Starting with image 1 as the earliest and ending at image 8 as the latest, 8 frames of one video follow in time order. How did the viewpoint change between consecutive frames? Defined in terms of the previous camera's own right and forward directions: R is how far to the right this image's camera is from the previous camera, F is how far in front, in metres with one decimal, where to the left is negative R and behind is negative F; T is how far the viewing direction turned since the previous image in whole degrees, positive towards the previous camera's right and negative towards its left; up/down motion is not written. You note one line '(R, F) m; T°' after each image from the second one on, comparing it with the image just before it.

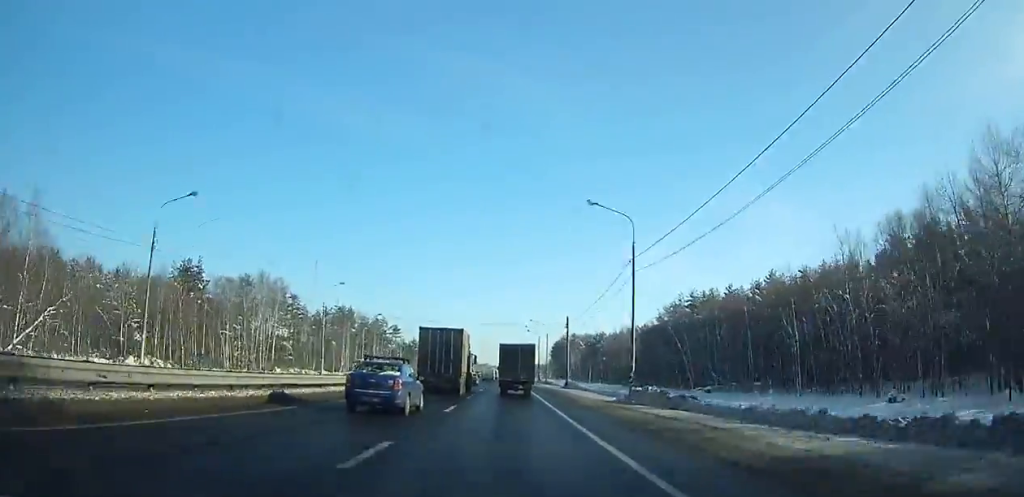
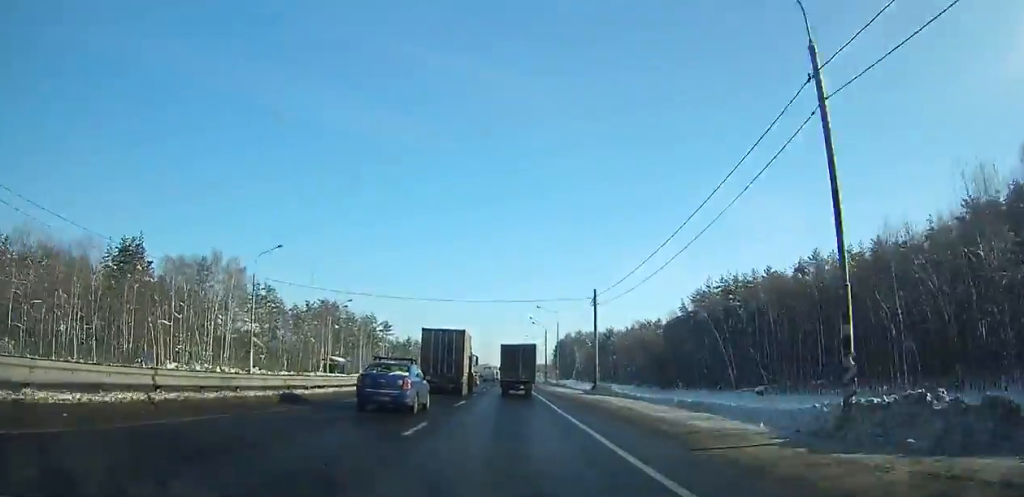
(+0.1, +19.9) m; 0°
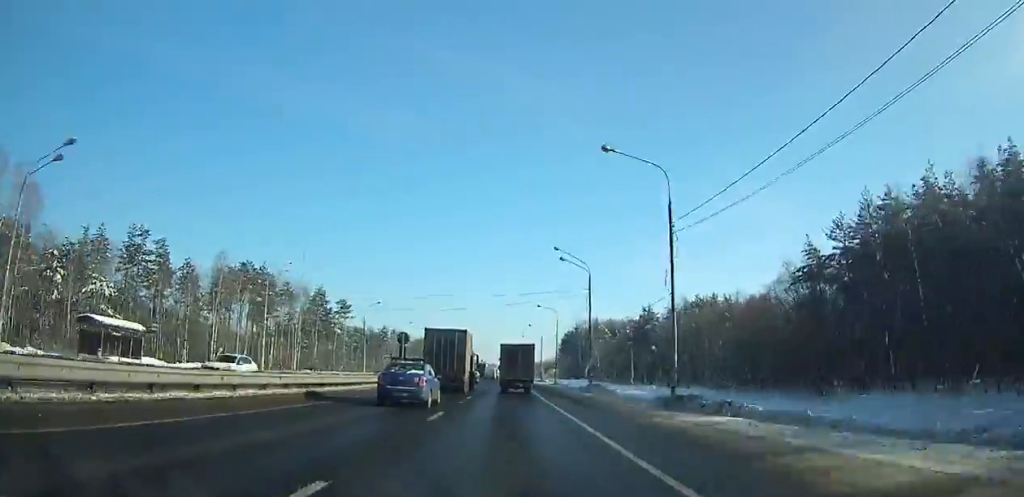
(0.0, +56.8) m; 0°
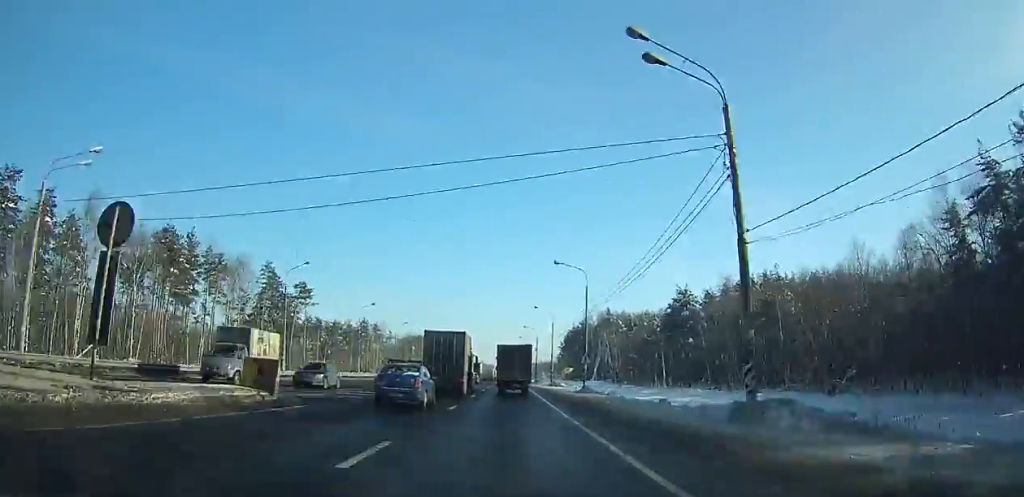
(0.0, +30.2) m; 0°
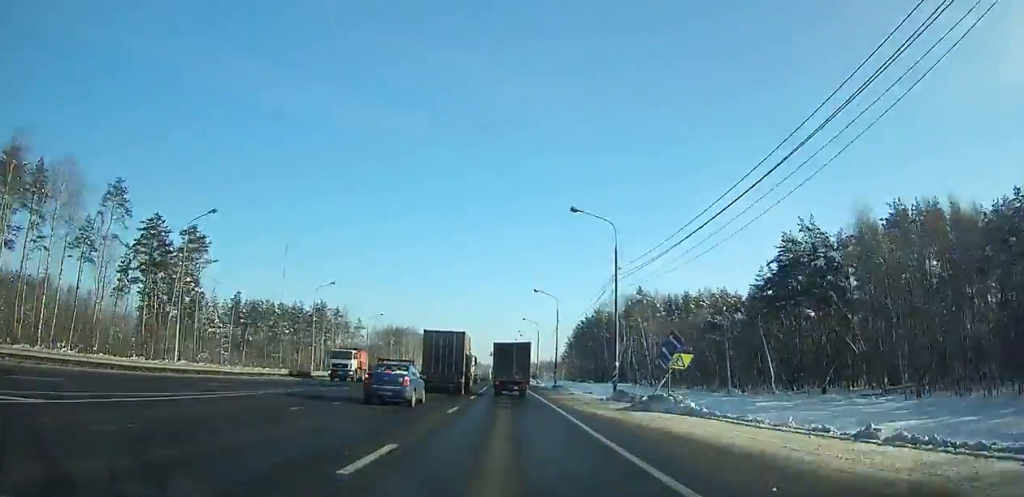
(+0.1, +43.9) m; +1°
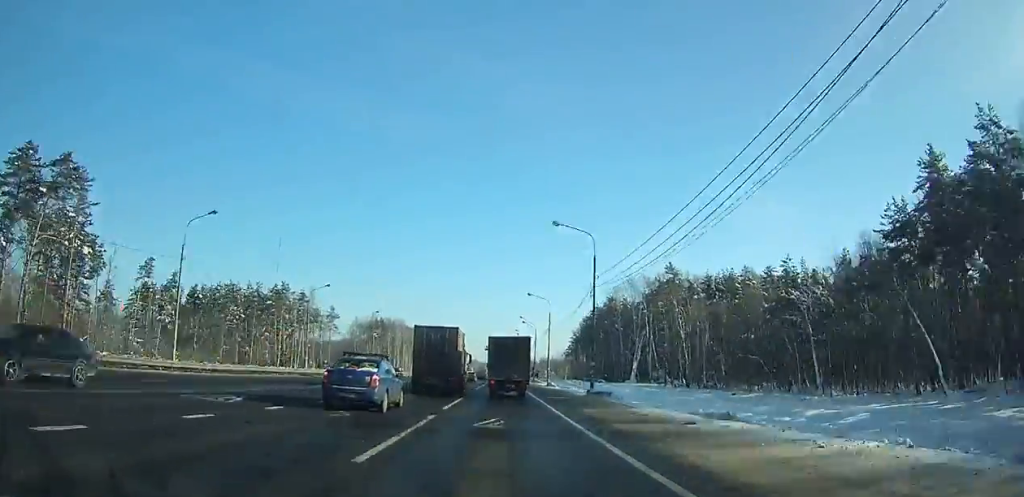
(+0.1, +23.7) m; +1°
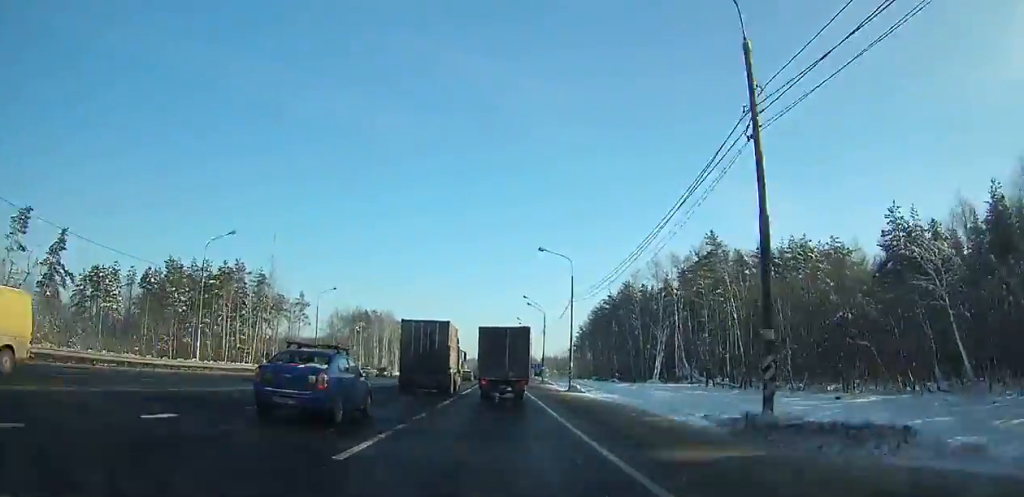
(+0.3, +19.7) m; +1°
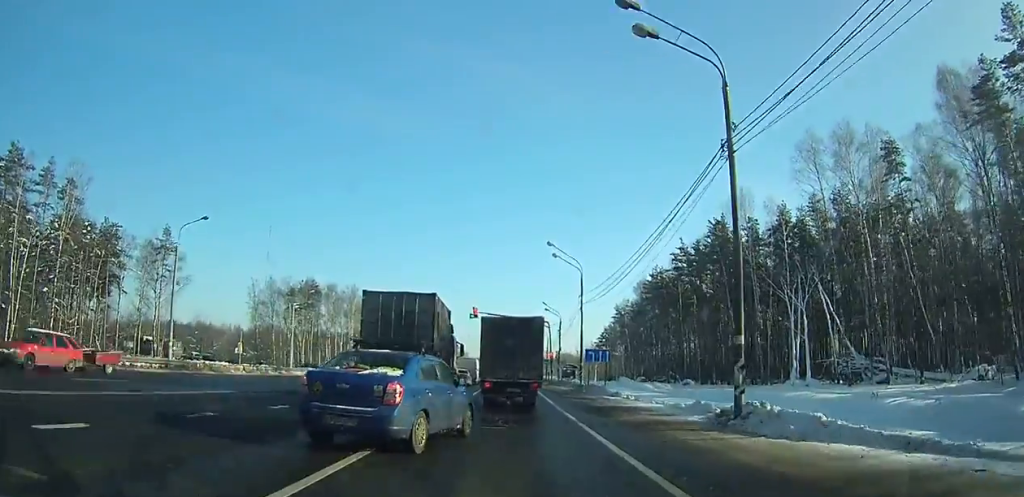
(-0.5, +58.6) m; -2°
